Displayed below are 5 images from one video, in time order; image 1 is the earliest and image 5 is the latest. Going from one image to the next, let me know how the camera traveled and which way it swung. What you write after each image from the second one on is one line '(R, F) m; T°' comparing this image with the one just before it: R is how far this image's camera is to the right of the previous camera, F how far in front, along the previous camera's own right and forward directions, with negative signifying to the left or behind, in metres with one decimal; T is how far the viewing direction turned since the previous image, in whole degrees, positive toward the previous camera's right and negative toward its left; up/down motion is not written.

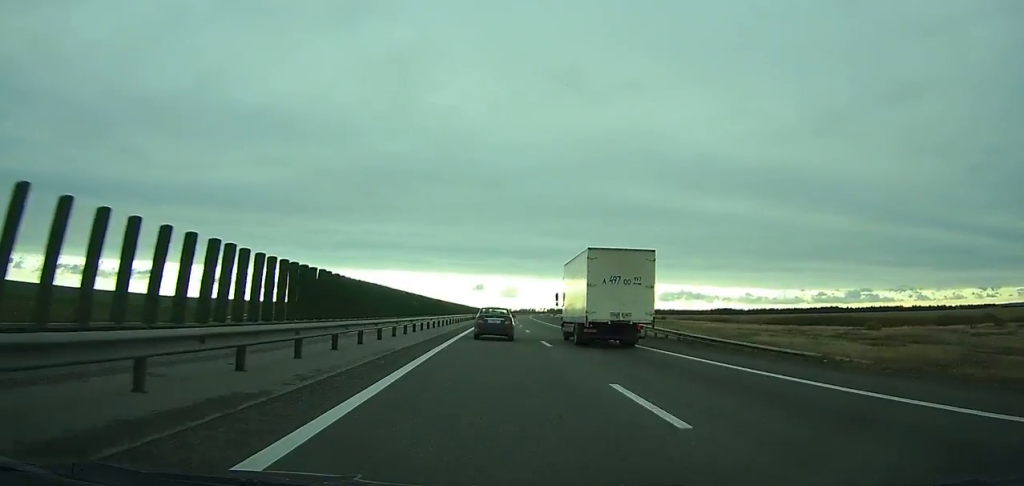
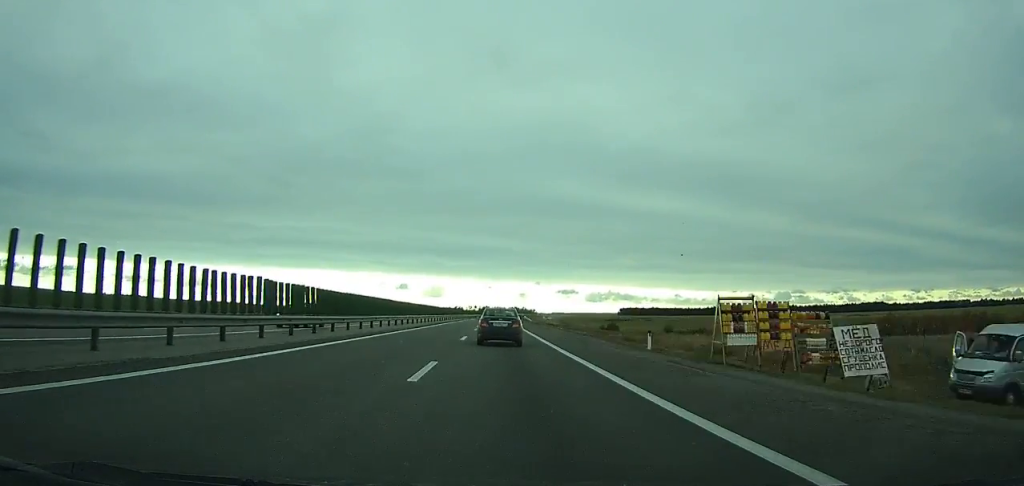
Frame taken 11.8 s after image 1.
(+23.5, +346.8) m; +8°
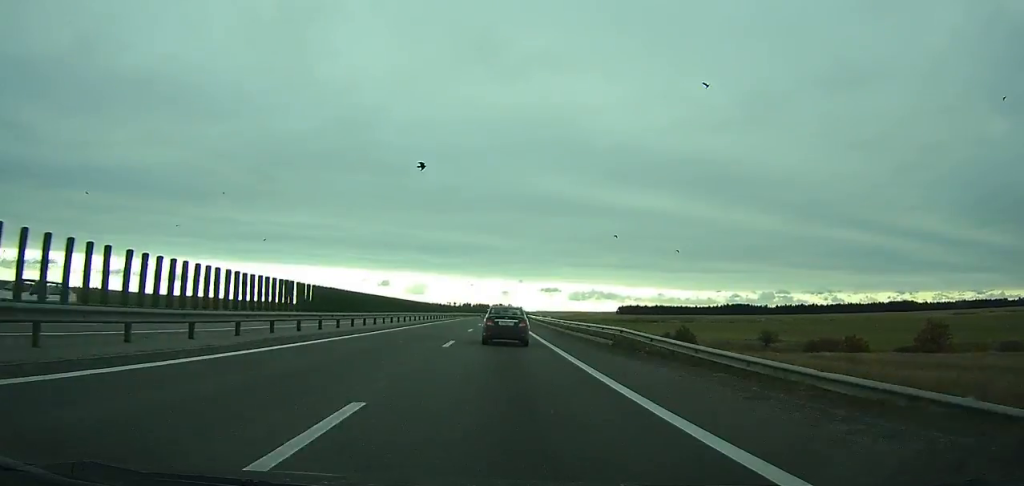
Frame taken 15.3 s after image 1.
(+1.0, +103.5) m; +1°
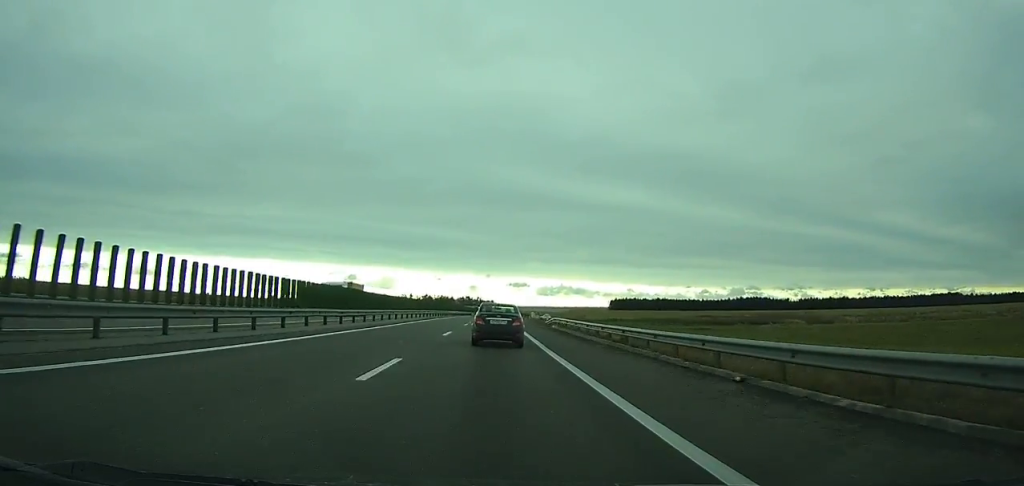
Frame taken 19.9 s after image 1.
(+2.8, +135.2) m; +2°
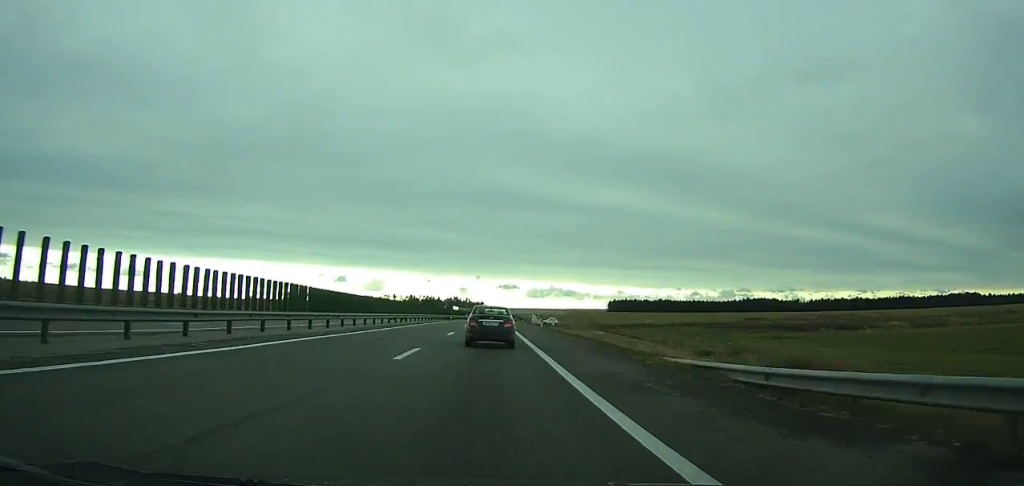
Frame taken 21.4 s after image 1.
(+0.1, +43.8) m; +1°
